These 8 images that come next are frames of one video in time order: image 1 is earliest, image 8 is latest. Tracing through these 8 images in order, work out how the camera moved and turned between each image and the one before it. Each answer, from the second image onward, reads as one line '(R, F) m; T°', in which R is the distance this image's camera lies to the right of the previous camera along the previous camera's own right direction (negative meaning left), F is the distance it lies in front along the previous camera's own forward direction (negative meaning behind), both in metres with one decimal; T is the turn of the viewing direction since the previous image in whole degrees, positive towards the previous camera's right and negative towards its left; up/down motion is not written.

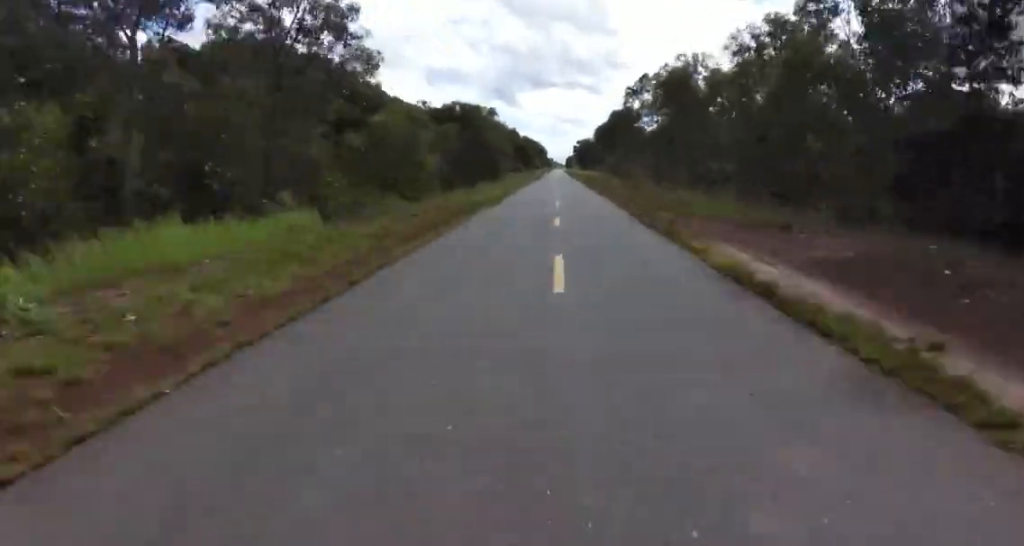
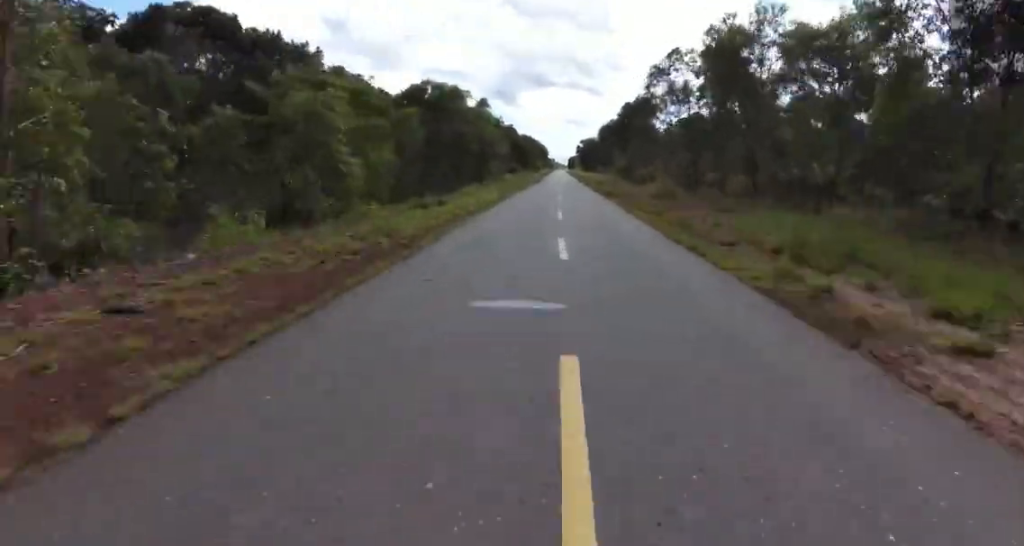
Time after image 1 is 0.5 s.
(-0.4, +13.3) m; -1°
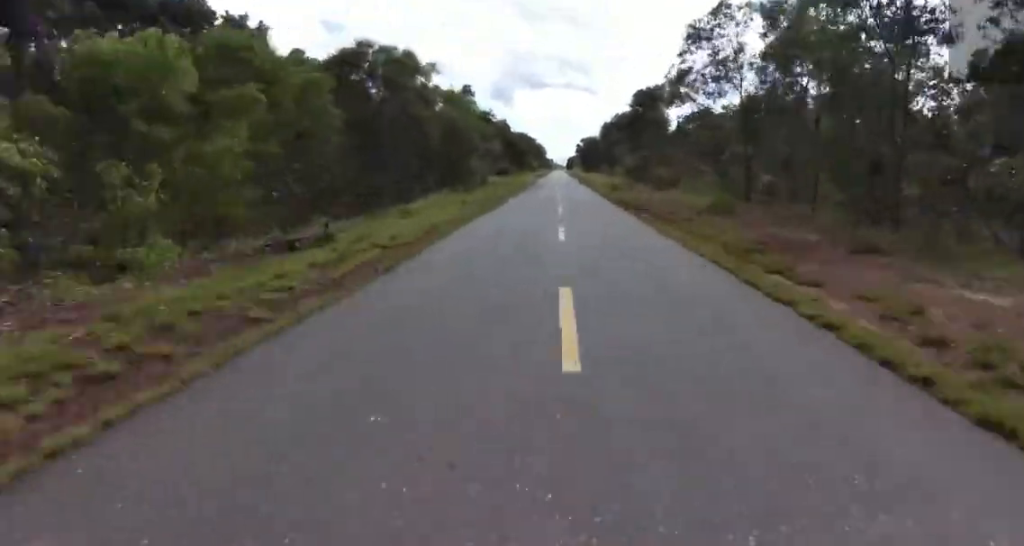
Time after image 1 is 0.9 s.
(-0.1, +13.1) m; 0°
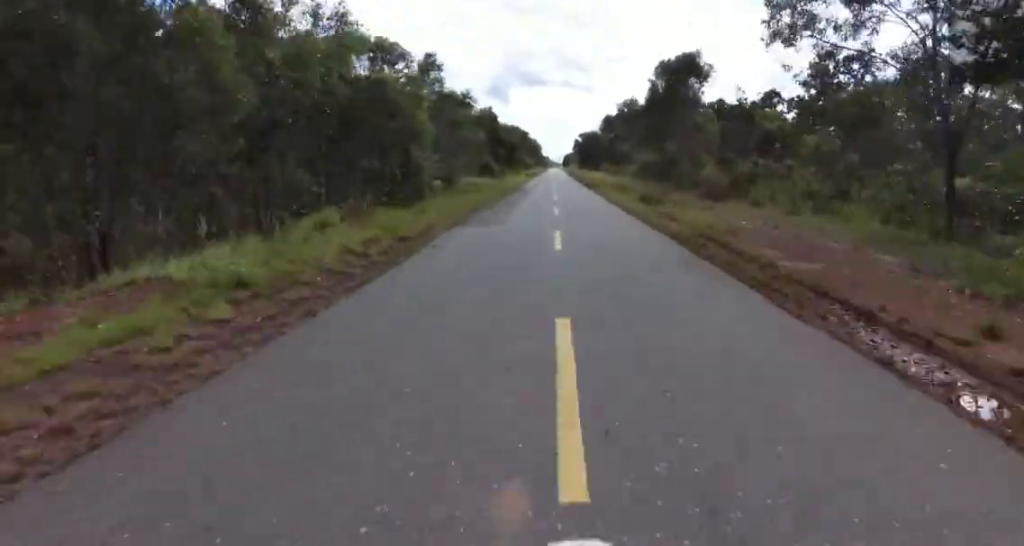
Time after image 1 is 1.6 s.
(0.0, +17.7) m; 0°
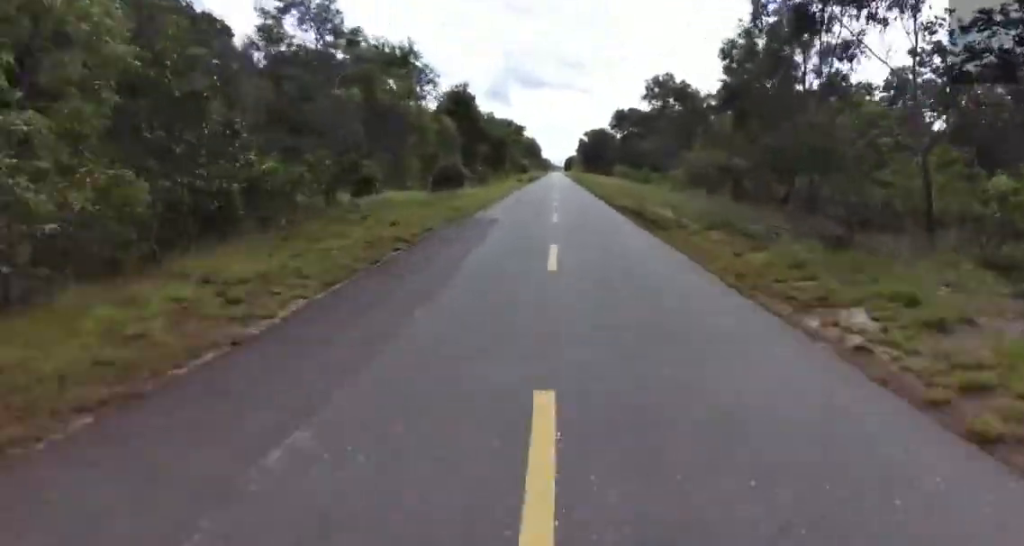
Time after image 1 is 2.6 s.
(0.0, +26.5) m; +4°
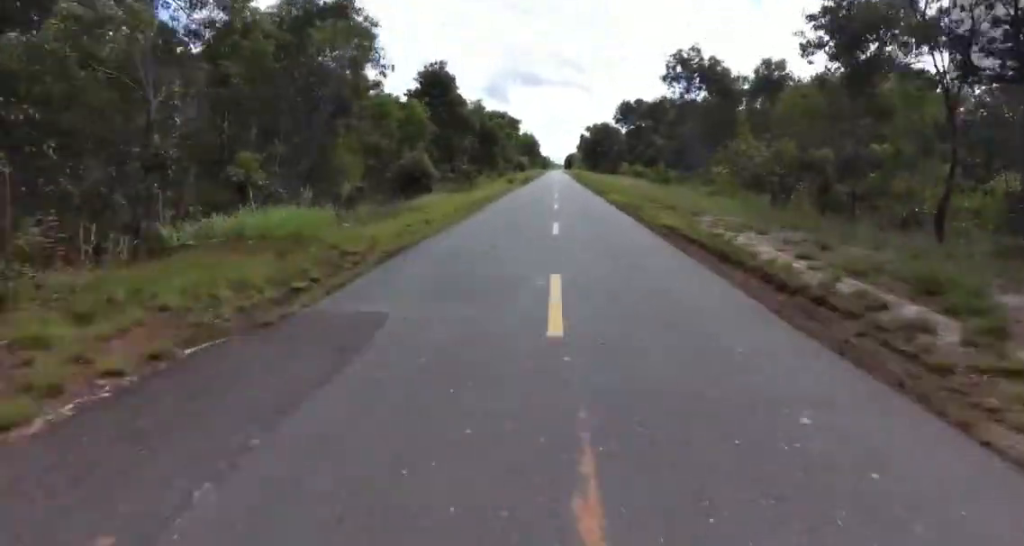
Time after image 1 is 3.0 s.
(+0.8, +12.5) m; 0°
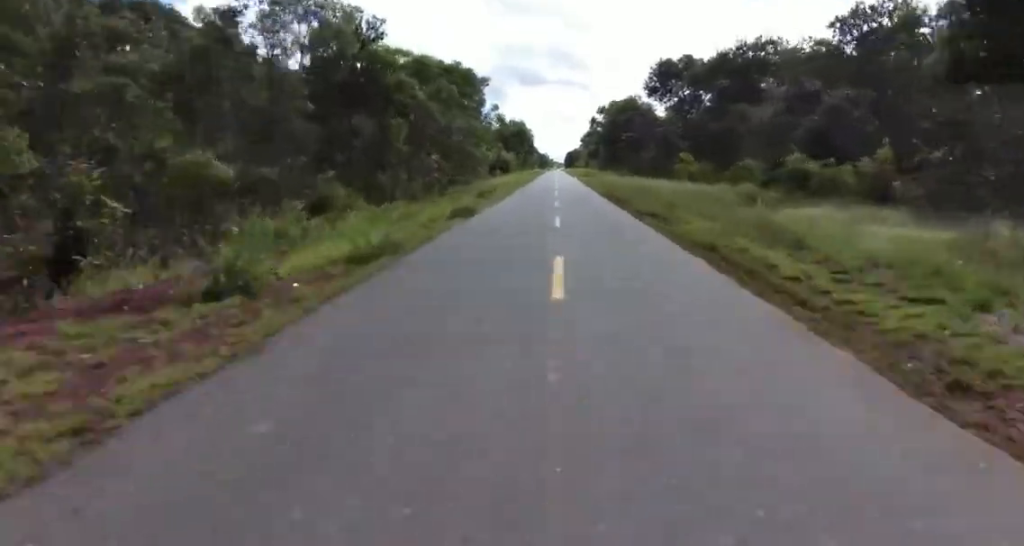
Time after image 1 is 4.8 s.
(-1.1, +46.3) m; -3°
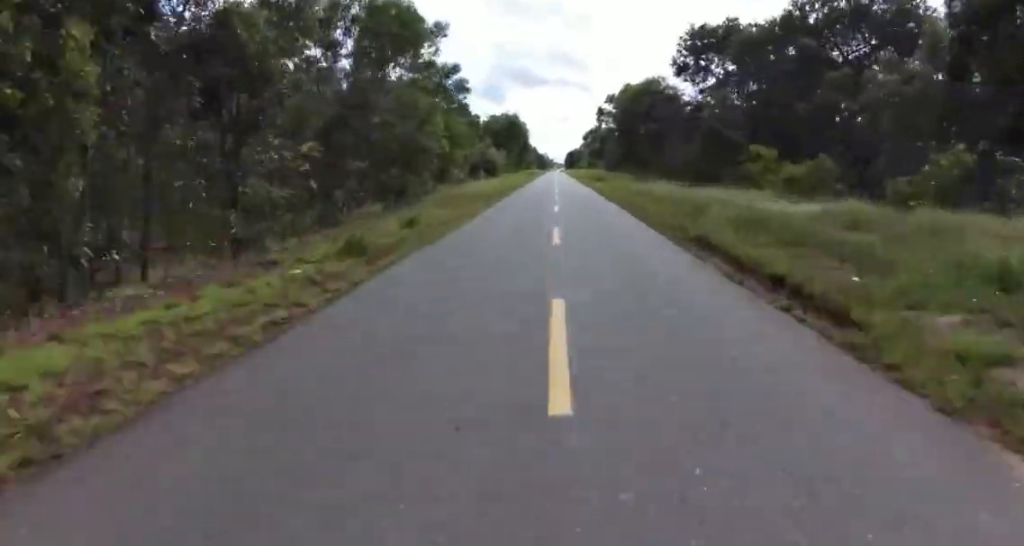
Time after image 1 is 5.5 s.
(+0.1, +18.6) m; 0°
